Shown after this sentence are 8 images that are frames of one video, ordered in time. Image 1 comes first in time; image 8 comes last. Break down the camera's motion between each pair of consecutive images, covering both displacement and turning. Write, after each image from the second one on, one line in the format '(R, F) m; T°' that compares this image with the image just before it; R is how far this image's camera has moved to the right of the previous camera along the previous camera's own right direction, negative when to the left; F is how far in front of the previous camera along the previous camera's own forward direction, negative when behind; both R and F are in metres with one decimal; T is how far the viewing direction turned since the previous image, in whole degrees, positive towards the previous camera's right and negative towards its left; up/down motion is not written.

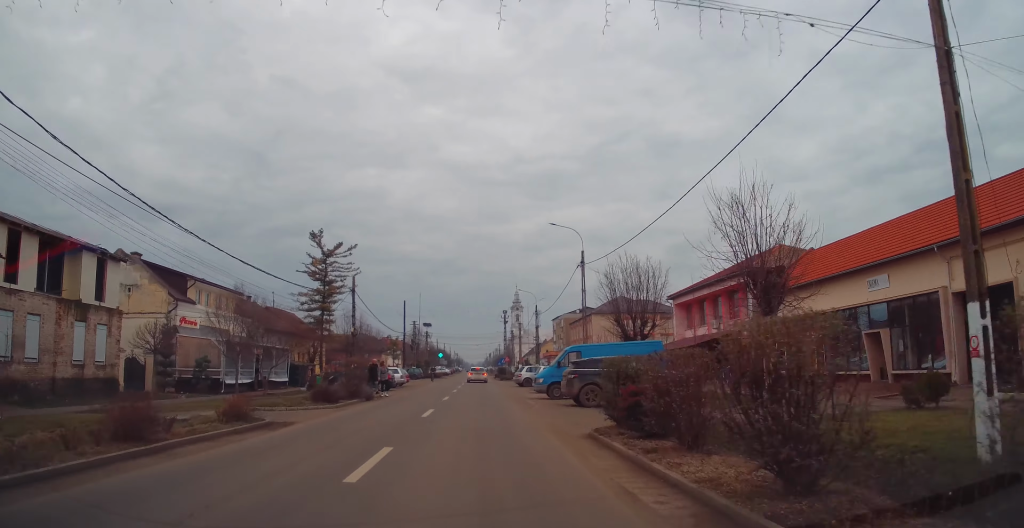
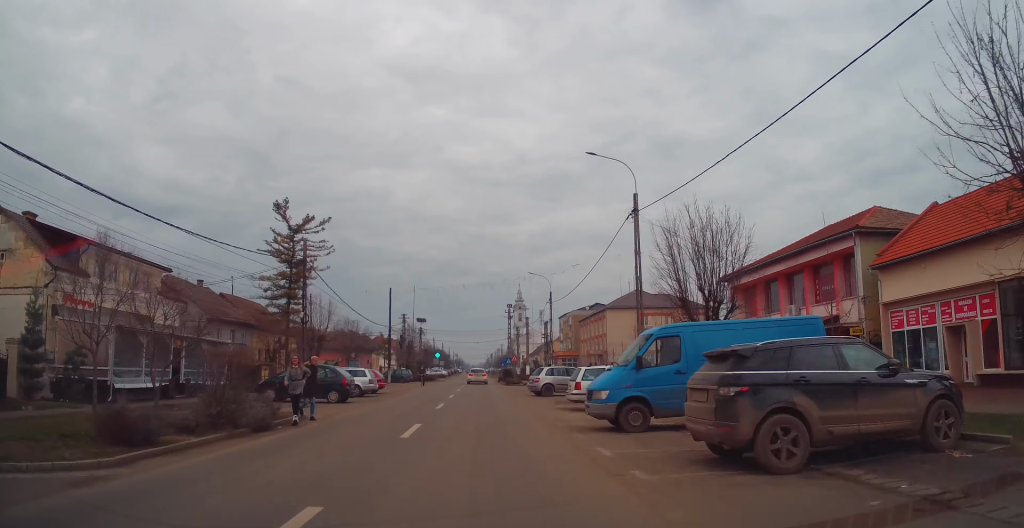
(0.0, +13.6) m; +1°
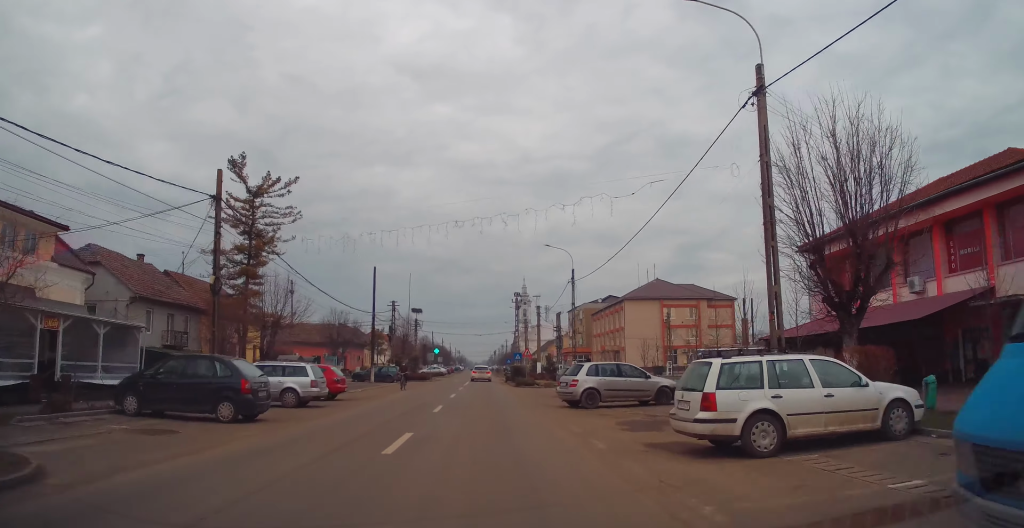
(+0.2, +11.9) m; 0°
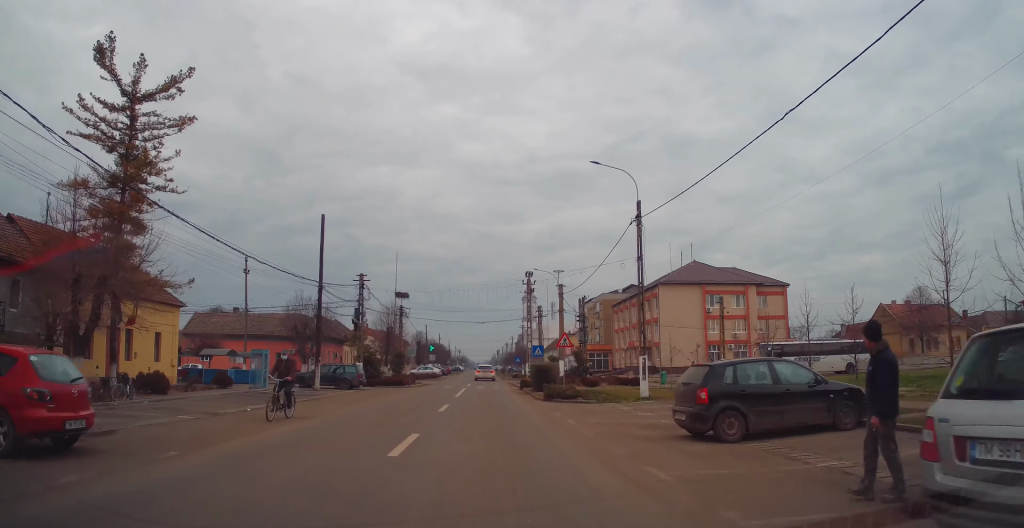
(-0.4, +18.3) m; -1°
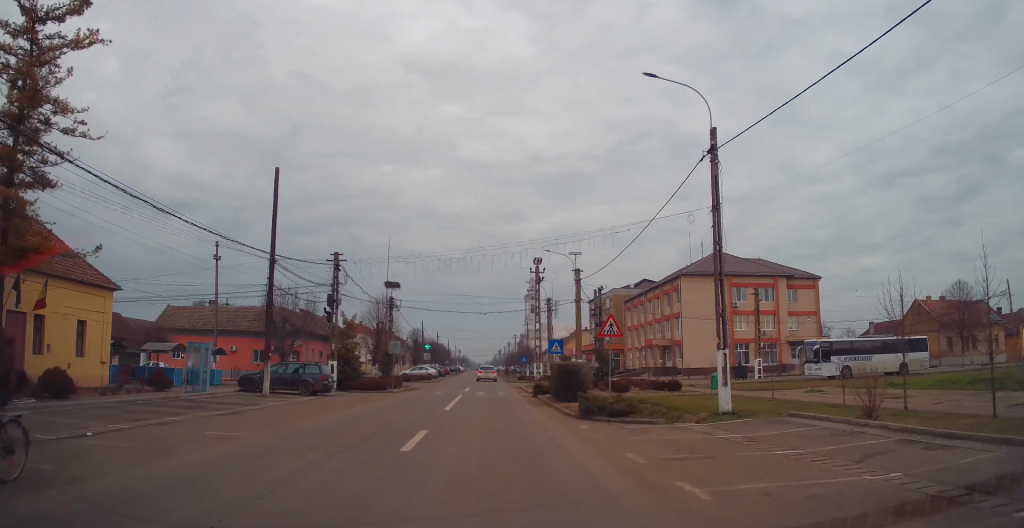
(0.0, +8.5) m; 0°
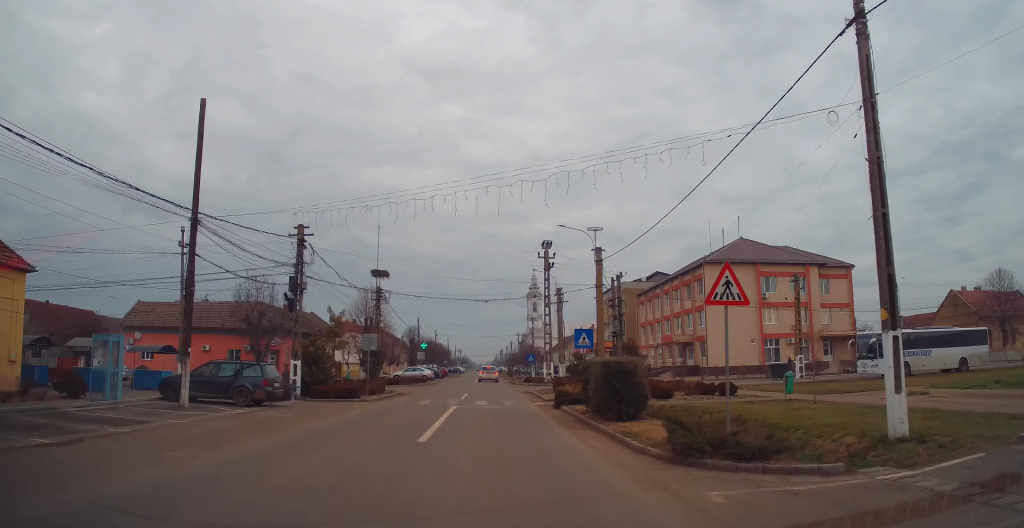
(-0.1, +7.7) m; +1°
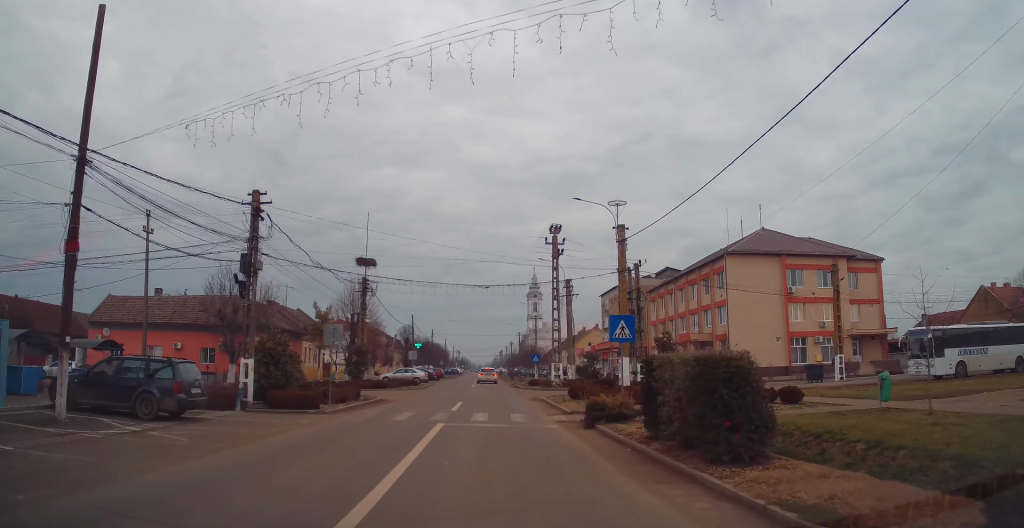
(+0.2, +6.2) m; 0°
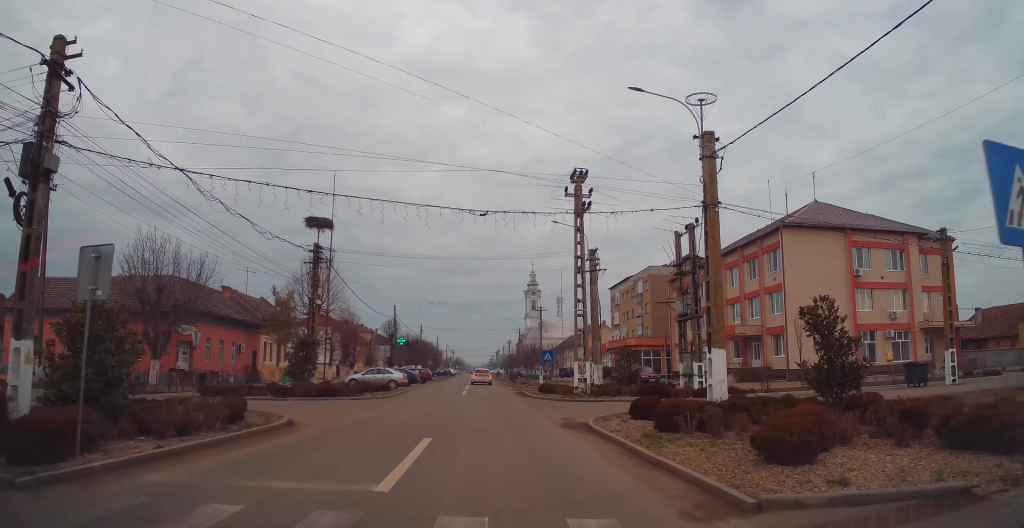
(-0.1, +12.5) m; 0°
